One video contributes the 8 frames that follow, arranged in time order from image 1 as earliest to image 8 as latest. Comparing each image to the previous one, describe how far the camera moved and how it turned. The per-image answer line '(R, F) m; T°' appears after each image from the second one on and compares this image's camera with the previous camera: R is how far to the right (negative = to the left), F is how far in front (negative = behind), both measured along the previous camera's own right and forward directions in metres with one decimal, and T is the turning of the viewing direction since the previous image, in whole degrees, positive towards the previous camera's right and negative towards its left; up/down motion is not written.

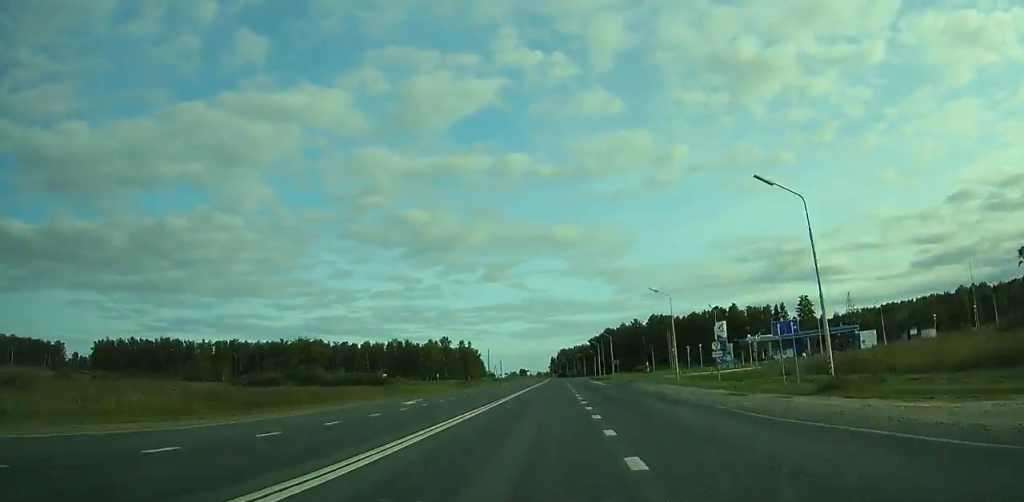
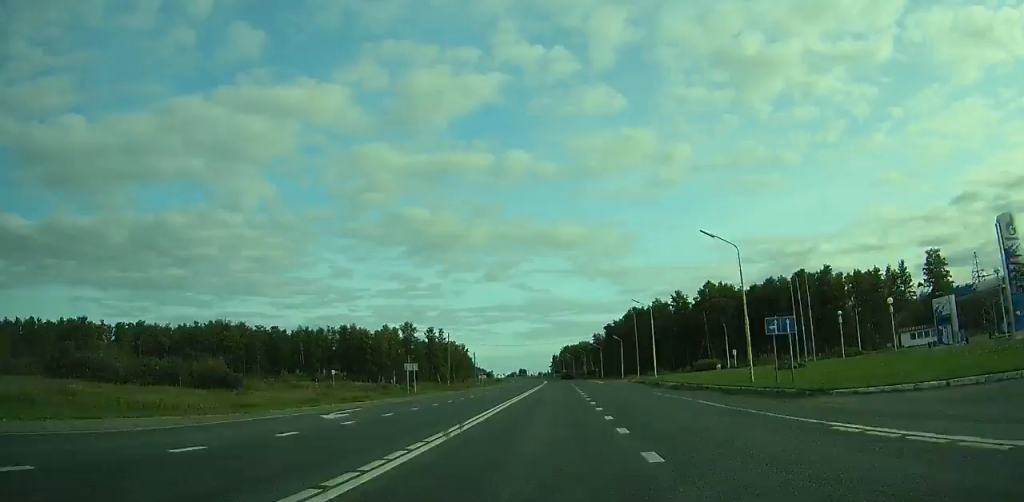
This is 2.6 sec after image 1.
(+0.1, +72.9) m; 0°
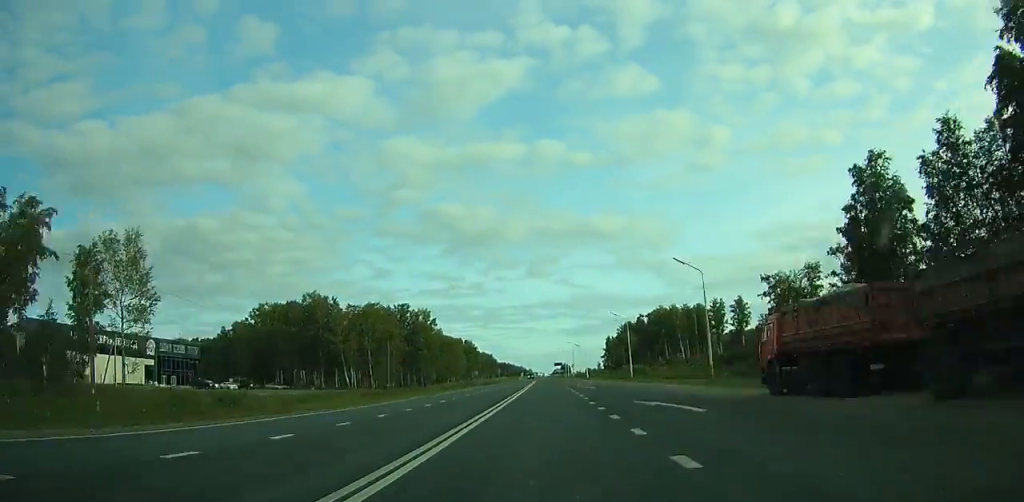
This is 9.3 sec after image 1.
(-4.5, +184.3) m; -4°
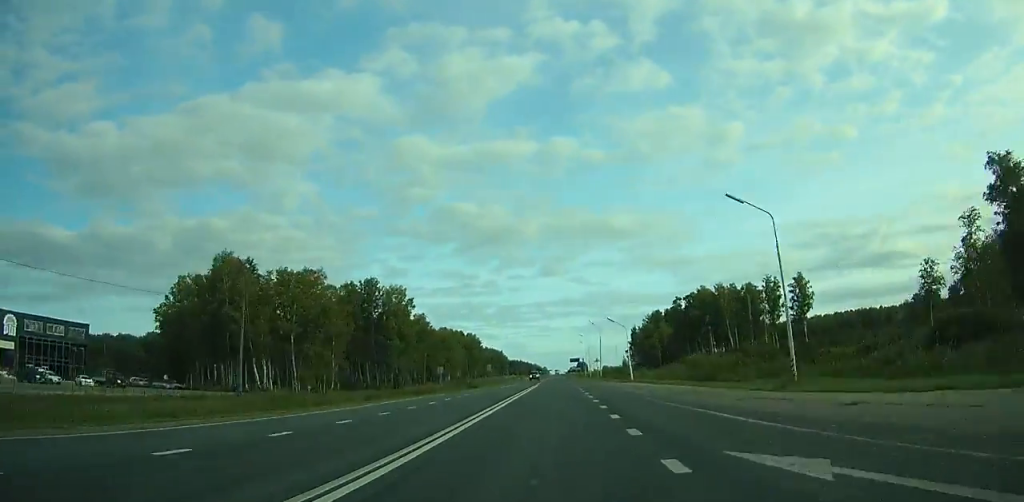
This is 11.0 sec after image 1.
(-0.5, +46.1) m; -1°
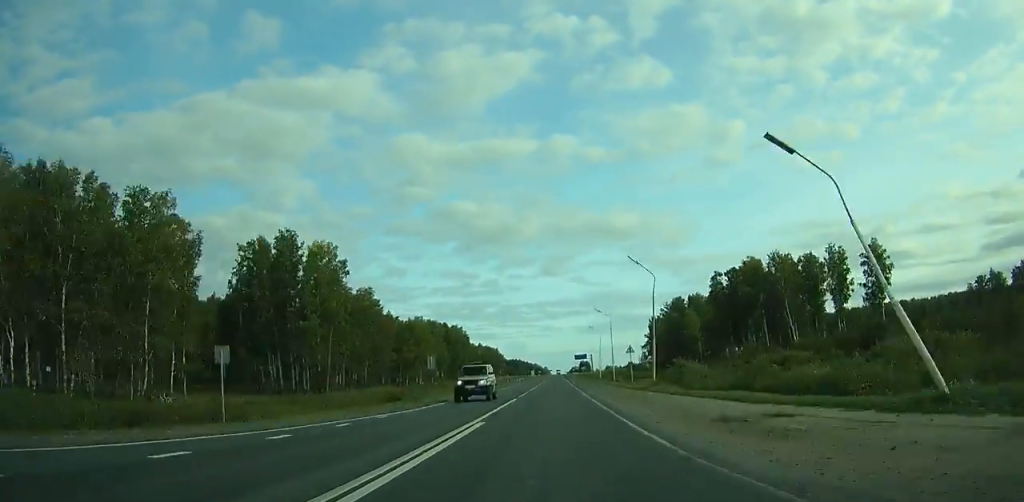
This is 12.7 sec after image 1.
(-0.7, +45.7) m; -1°
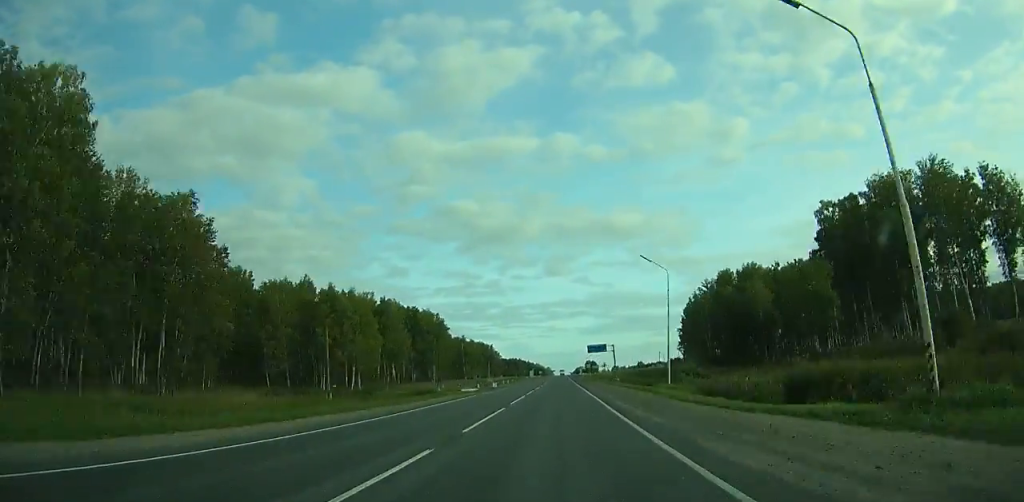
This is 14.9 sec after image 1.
(-0.5, +59.0) m; -1°
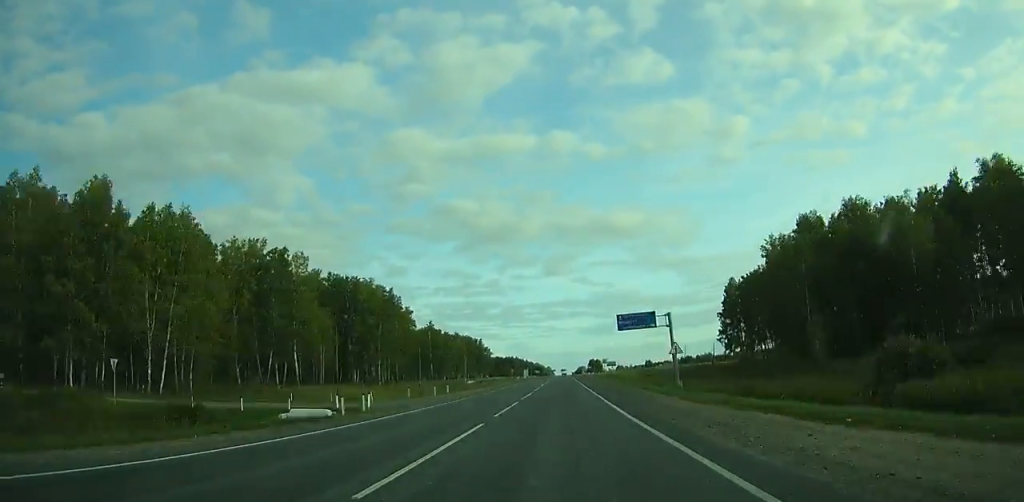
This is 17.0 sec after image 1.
(-0.2, +56.3) m; 0°
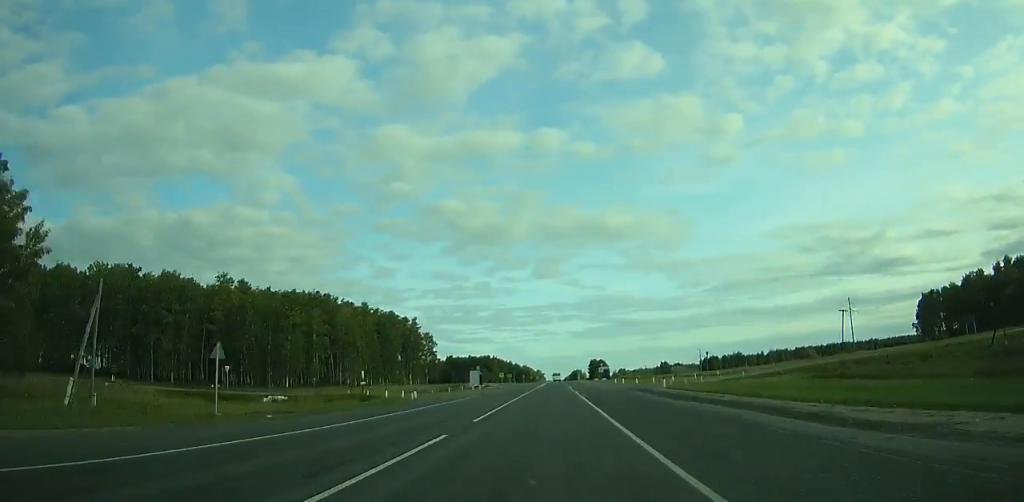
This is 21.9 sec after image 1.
(+0.5, +133.0) m; 0°
